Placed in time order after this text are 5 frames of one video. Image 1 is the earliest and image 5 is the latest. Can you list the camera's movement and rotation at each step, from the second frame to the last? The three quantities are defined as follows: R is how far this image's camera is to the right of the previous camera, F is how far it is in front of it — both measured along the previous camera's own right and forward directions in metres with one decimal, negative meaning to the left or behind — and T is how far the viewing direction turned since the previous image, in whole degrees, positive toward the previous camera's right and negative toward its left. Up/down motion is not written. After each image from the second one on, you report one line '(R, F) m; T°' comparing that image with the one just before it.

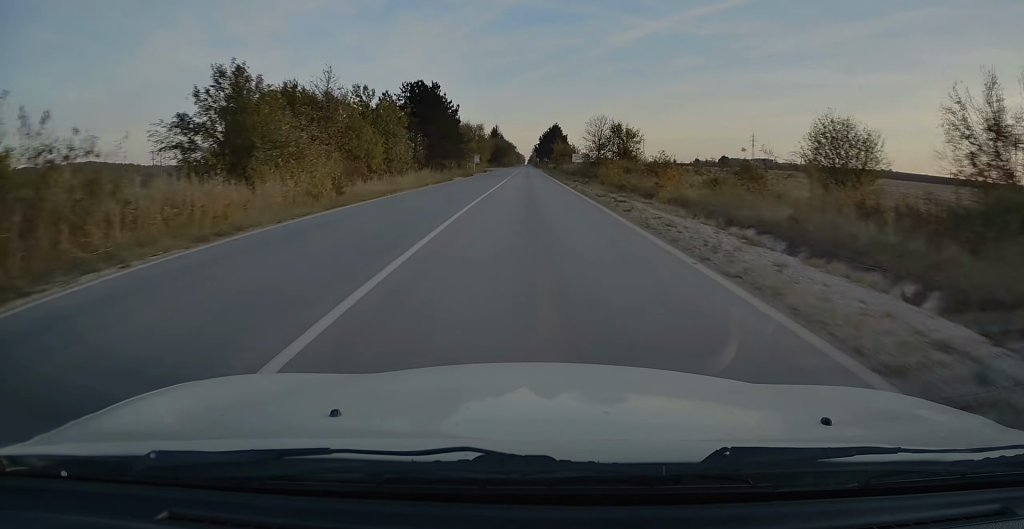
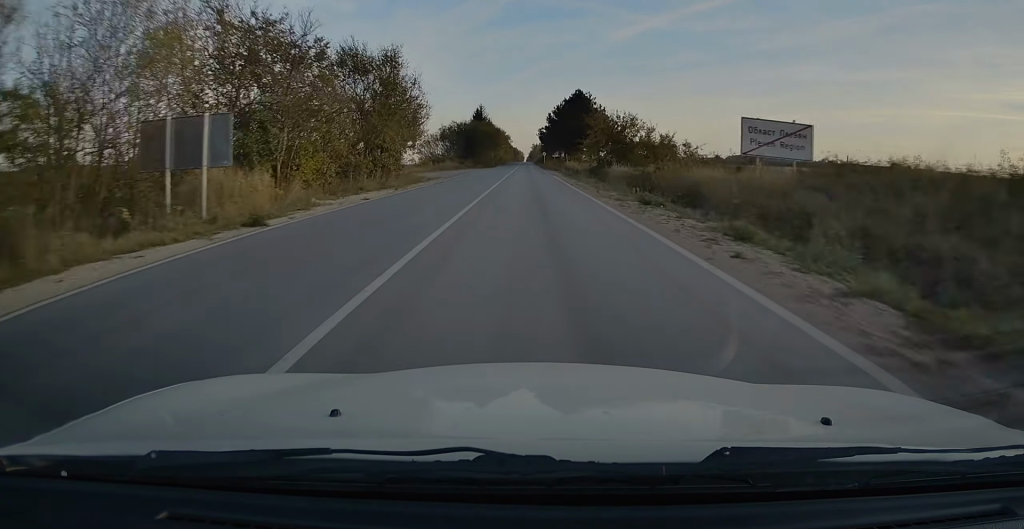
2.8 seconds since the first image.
(-0.2, +75.3) m; 0°
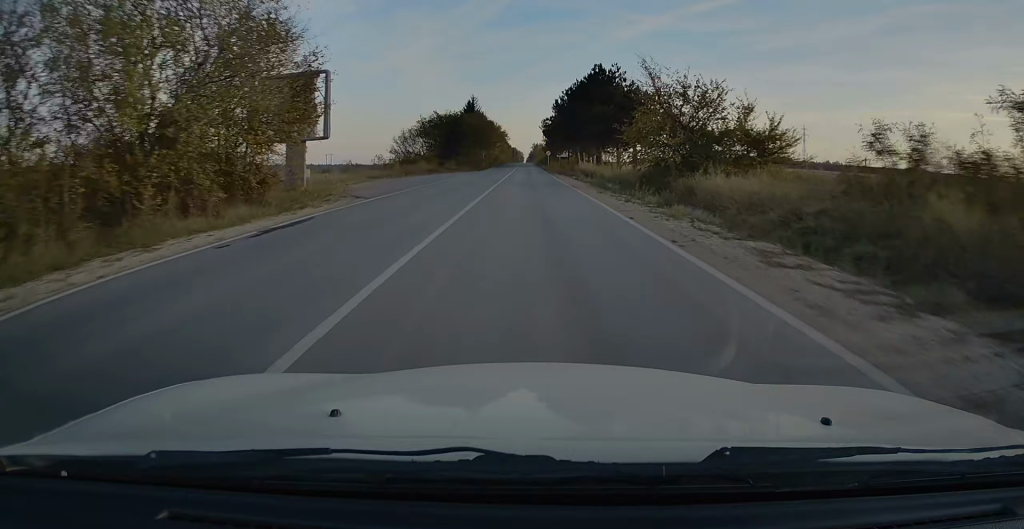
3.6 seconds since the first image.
(-0.1, +23.8) m; 0°
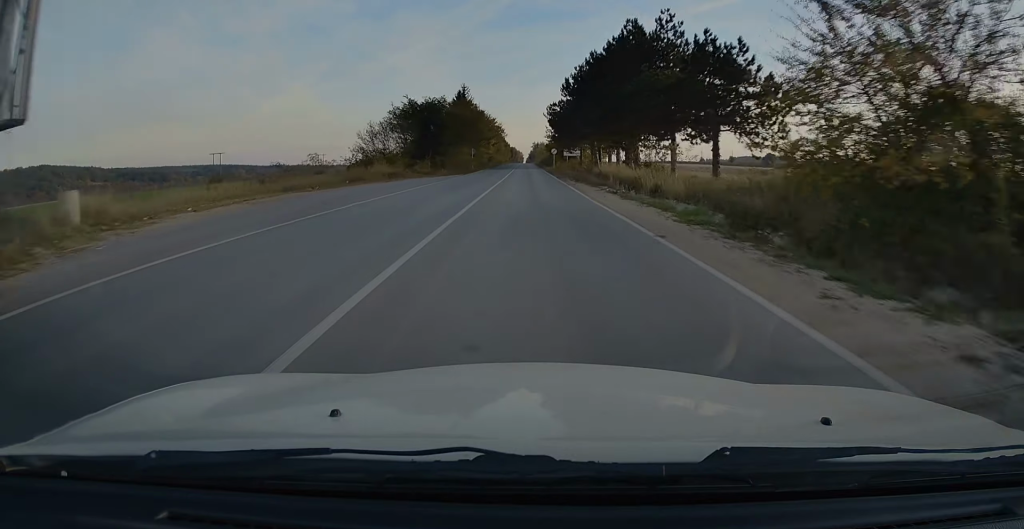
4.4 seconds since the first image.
(+0.1, +20.2) m; 0°
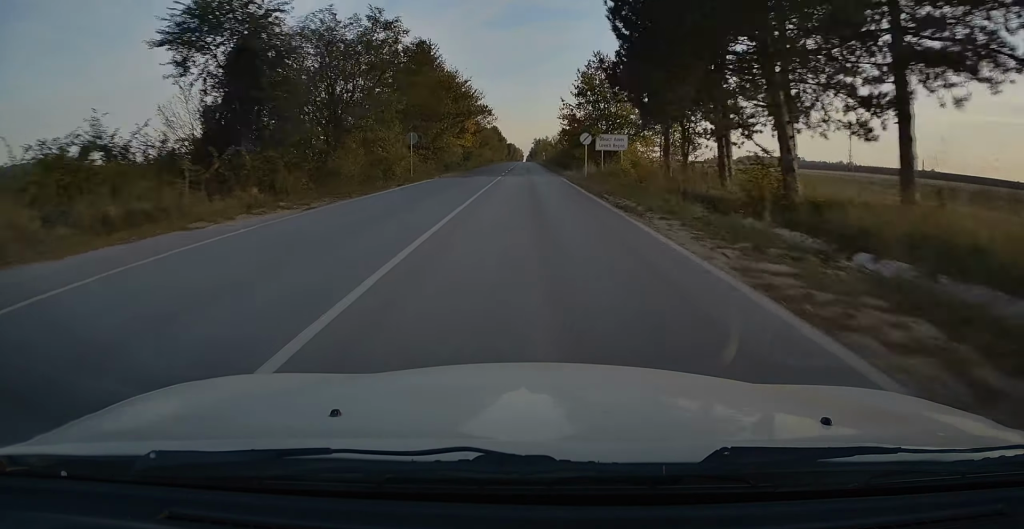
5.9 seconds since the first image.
(+0.1, +42.6) m; 0°
